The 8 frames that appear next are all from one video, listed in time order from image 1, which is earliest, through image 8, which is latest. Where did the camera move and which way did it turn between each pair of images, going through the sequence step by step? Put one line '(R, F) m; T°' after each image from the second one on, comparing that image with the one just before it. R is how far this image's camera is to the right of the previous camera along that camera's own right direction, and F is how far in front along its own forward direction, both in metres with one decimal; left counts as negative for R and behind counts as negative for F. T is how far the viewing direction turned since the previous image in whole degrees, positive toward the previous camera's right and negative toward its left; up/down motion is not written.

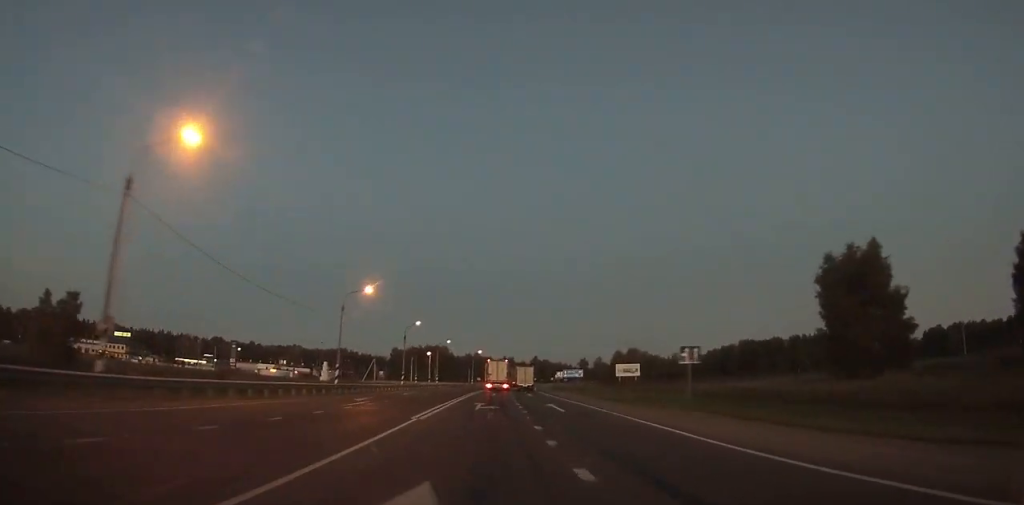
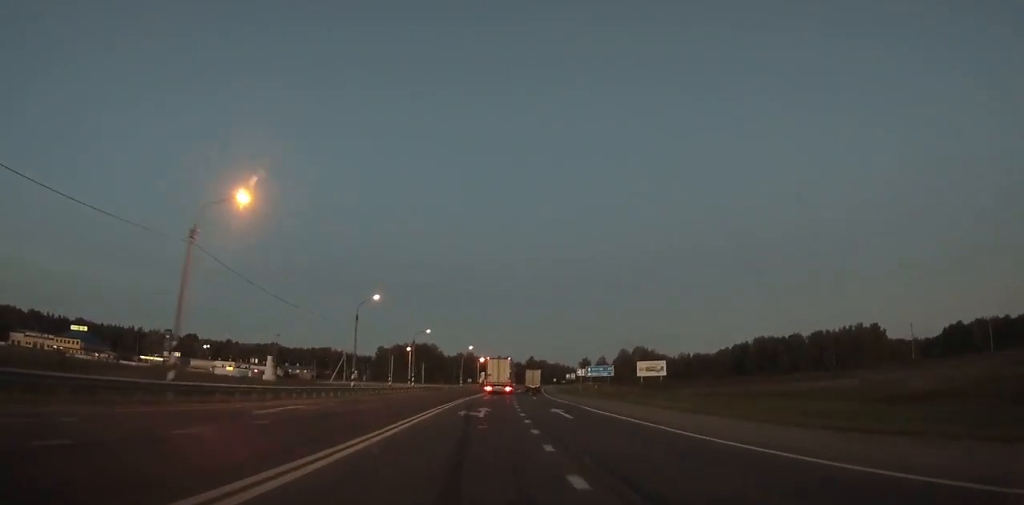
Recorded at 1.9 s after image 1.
(+0.1, +28.3) m; +1°
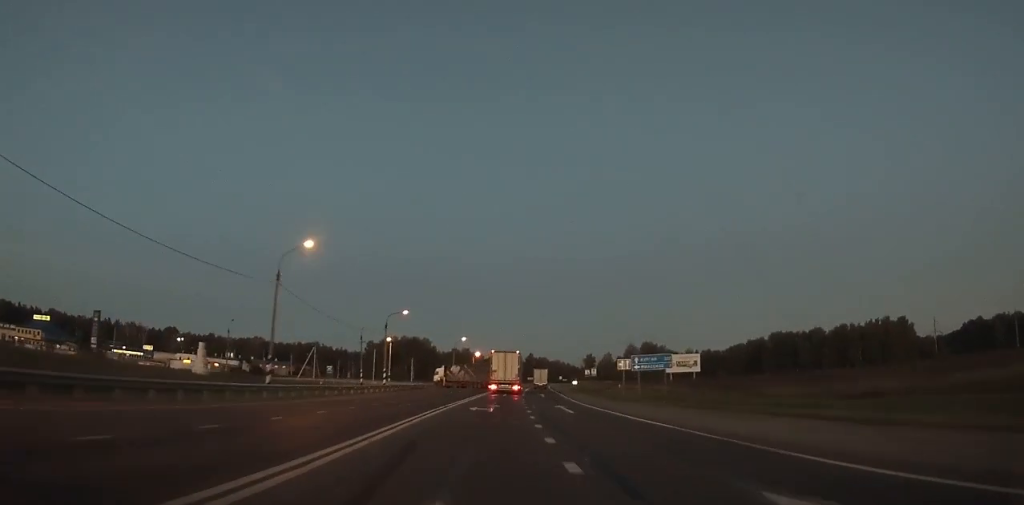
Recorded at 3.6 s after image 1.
(+0.2, +22.5) m; 0°
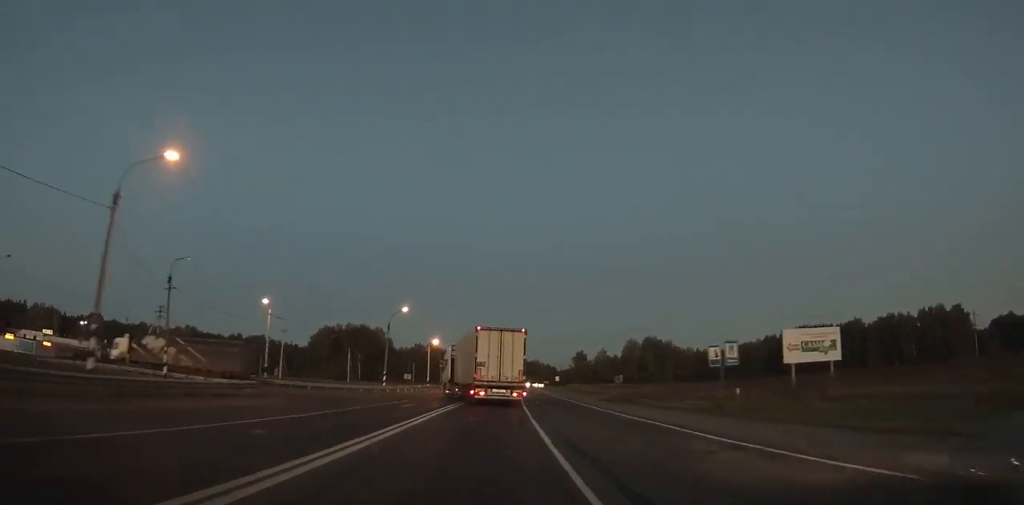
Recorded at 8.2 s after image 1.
(+0.5, +55.6) m; +1°
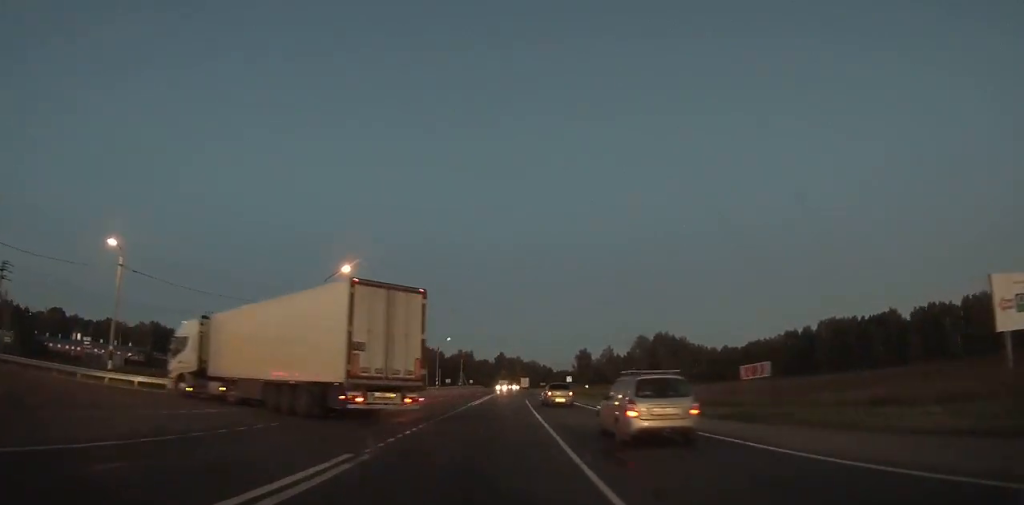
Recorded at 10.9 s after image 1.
(+0.4, +30.5) m; +1°
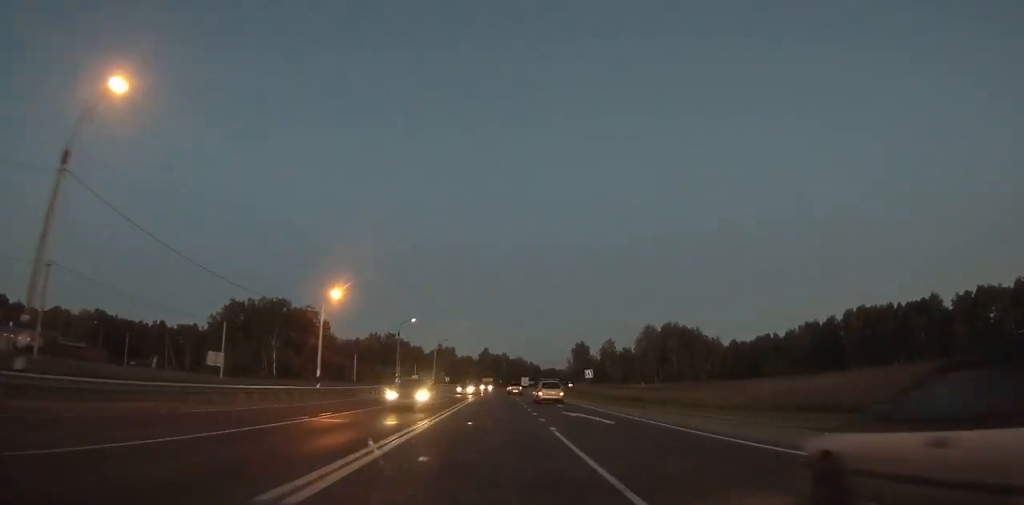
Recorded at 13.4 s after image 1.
(+0.3, +30.5) m; +1°
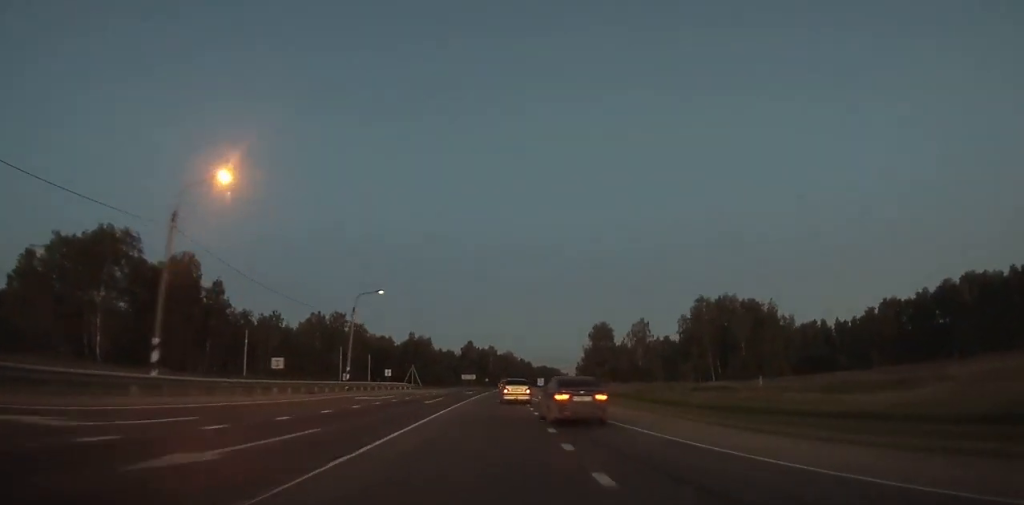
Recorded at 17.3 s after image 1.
(+0.6, +54.2) m; +2°
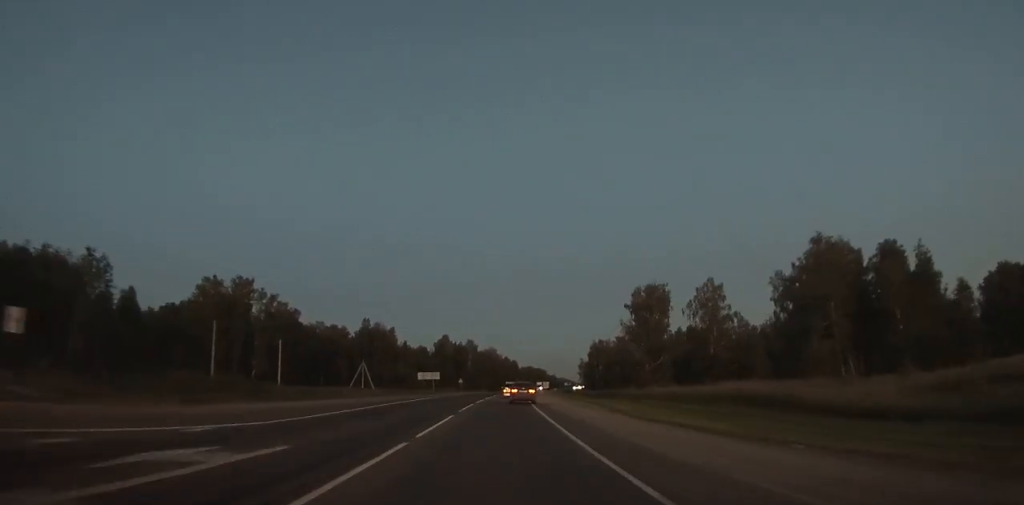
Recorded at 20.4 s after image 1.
(+0.7, +50.6) m; +2°
